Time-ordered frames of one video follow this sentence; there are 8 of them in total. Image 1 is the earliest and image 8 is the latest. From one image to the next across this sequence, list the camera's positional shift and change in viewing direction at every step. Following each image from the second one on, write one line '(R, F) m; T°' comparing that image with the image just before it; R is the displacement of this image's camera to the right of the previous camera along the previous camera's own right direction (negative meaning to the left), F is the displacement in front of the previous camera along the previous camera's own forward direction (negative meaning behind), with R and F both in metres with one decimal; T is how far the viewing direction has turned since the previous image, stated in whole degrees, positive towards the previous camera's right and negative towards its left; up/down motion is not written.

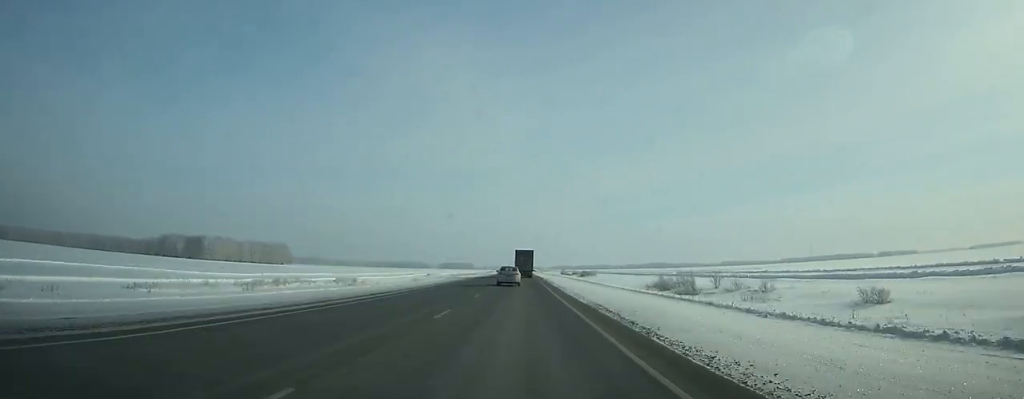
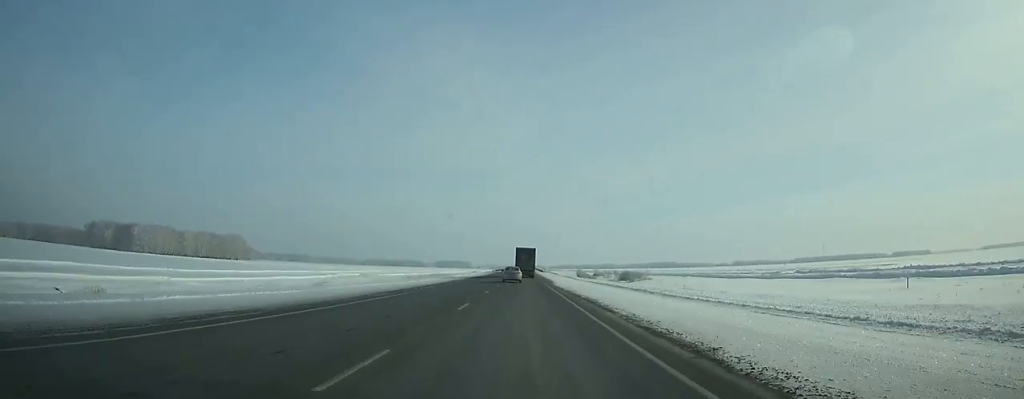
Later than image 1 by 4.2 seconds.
(+0.1, +105.3) m; 0°
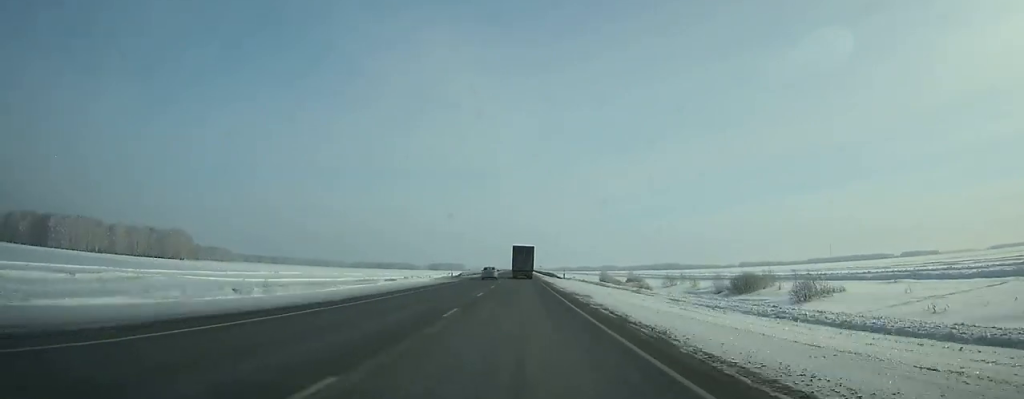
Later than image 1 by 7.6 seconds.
(+0.1, +85.6) m; 0°
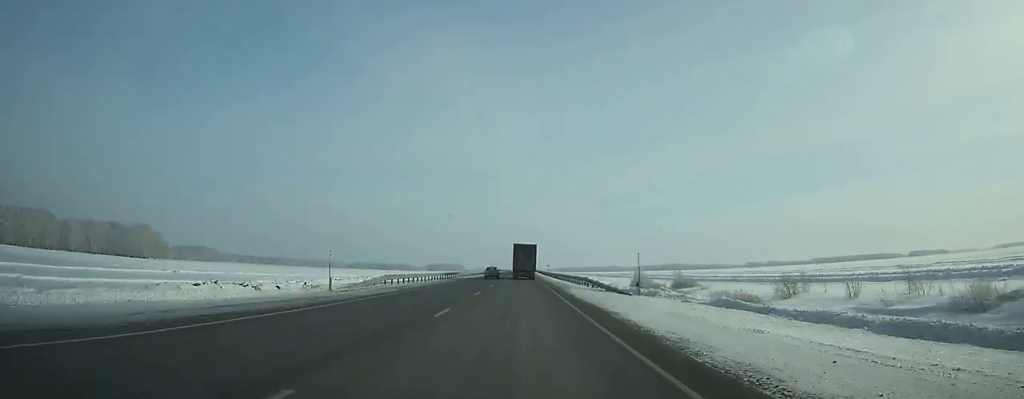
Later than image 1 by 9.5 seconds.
(-0.1, +47.7) m; 0°
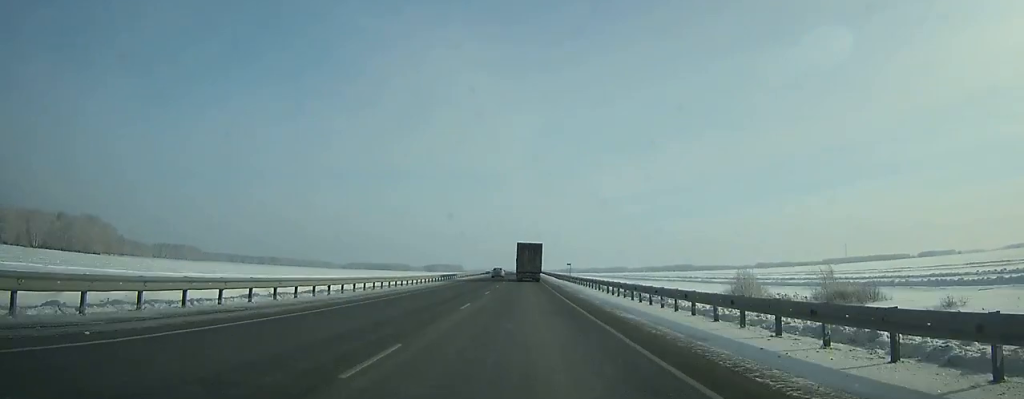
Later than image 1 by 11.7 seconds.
(0.0, +54.7) m; 0°
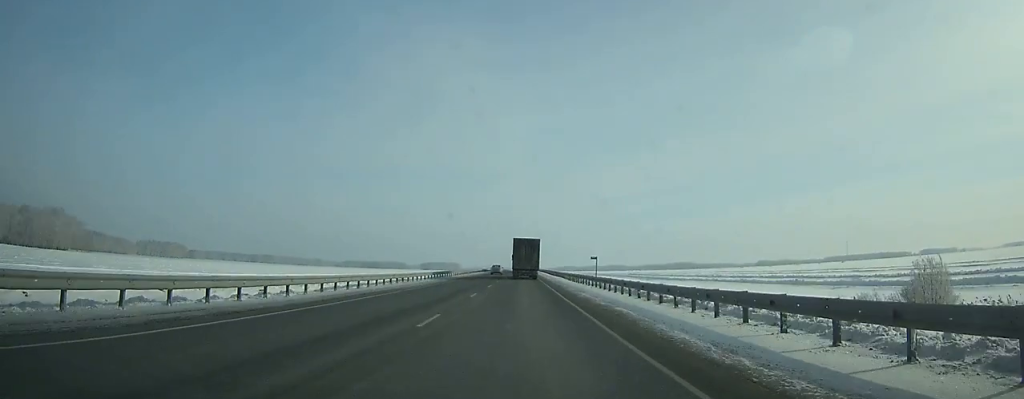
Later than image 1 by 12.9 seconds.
(0.0, +29.9) m; 0°
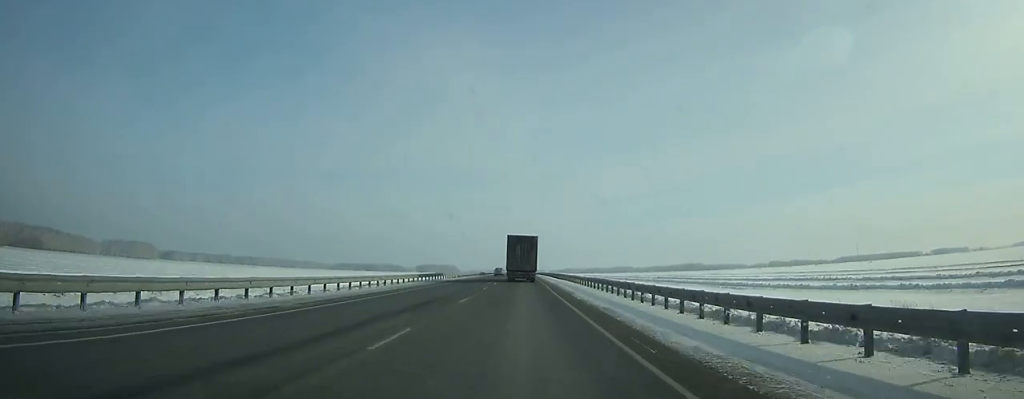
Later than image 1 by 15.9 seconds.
(-0.2, +74.5) m; -1°
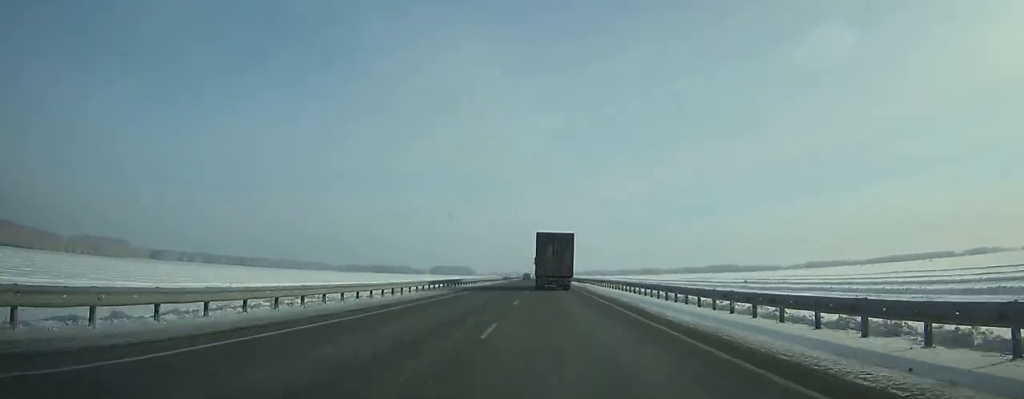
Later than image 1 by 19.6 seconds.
(-0.8, +95.5) m; 0°
